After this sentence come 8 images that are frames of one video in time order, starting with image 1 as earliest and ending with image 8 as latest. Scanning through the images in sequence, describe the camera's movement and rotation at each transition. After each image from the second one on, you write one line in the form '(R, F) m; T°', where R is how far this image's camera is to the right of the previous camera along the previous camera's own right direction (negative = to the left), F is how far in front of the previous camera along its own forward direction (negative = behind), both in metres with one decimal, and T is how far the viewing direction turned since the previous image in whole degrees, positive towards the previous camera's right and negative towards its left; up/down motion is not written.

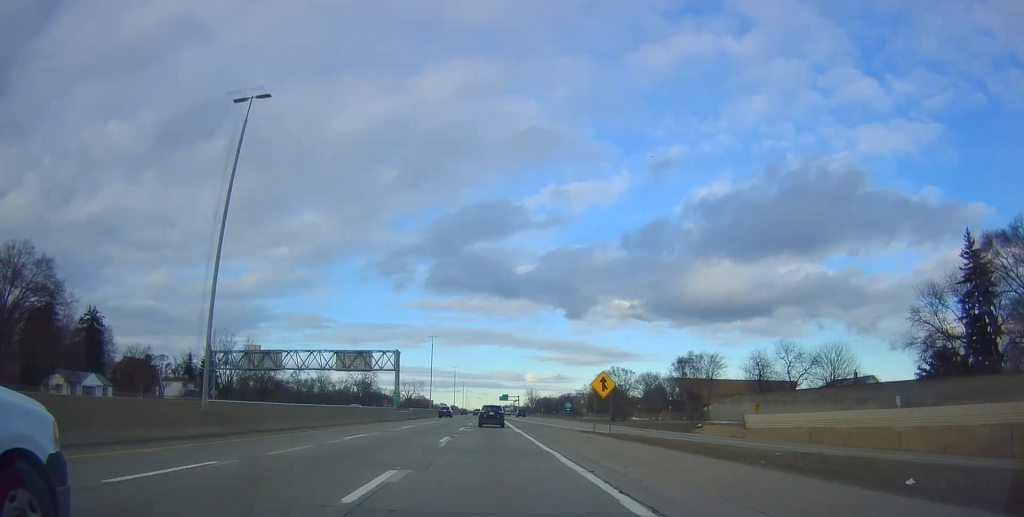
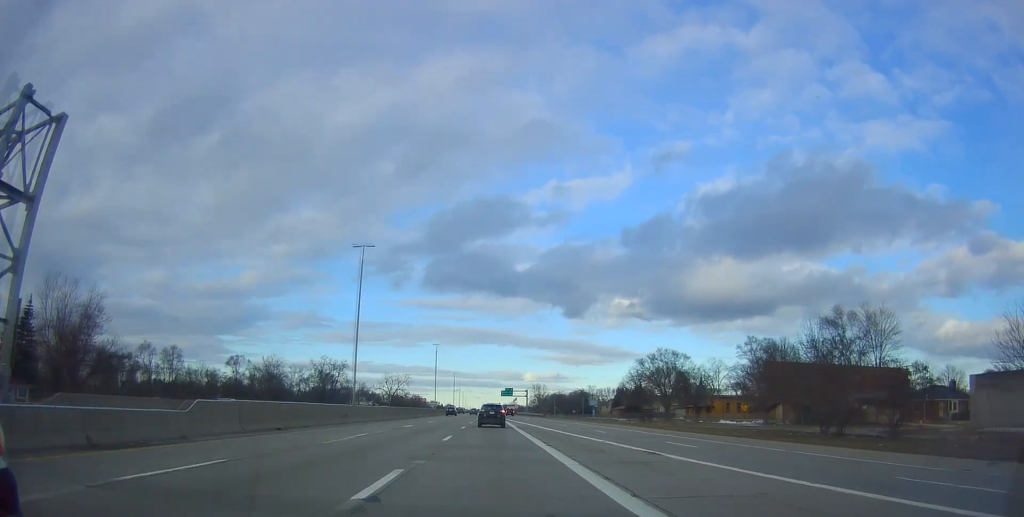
(+0.6, +60.0) m; -1°
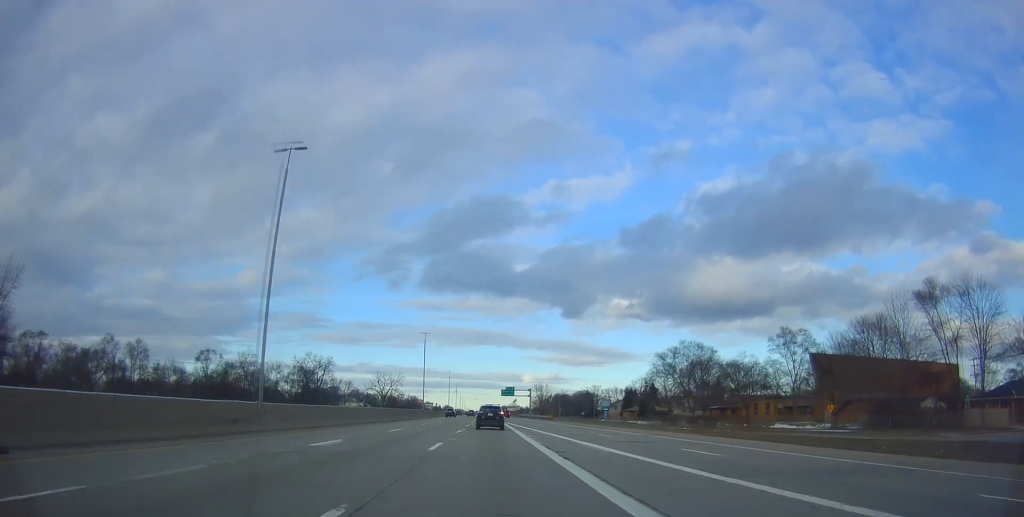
(-0.3, +19.6) m; 0°
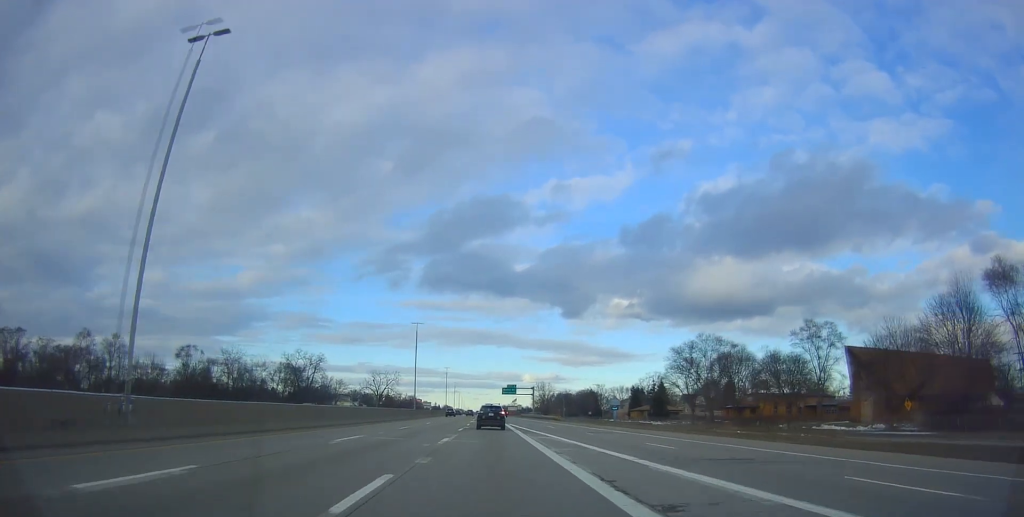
(-0.3, +11.5) m; 0°
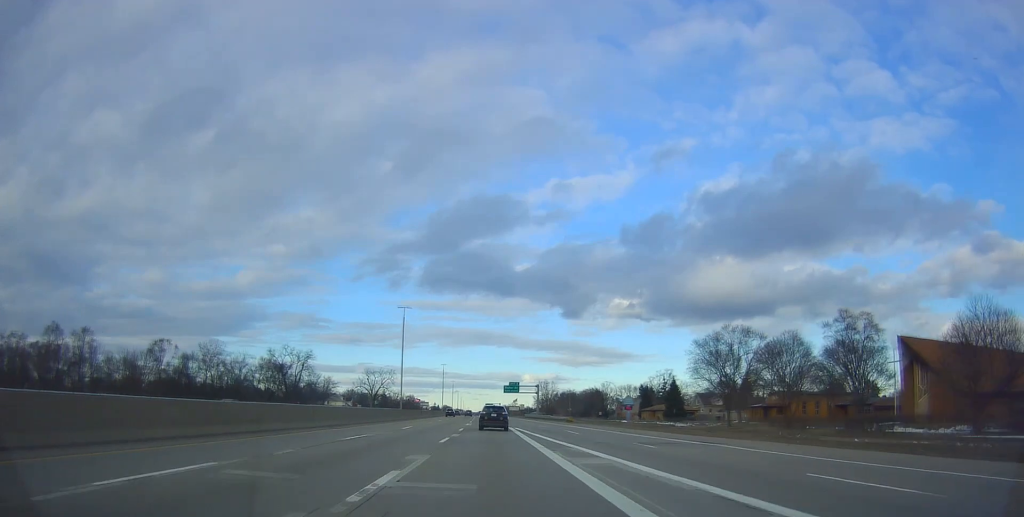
(+0.3, +13.9) m; +1°
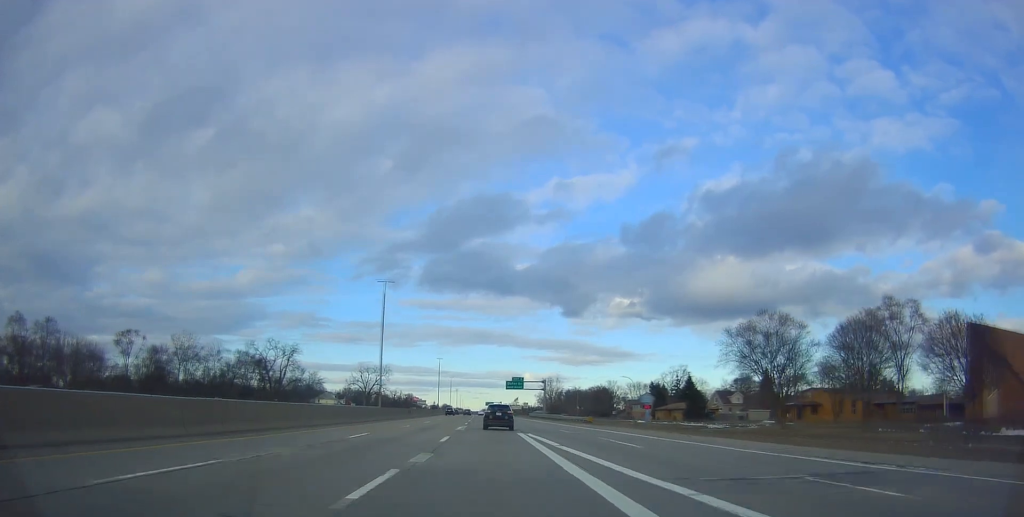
(+0.3, +14.8) m; +1°
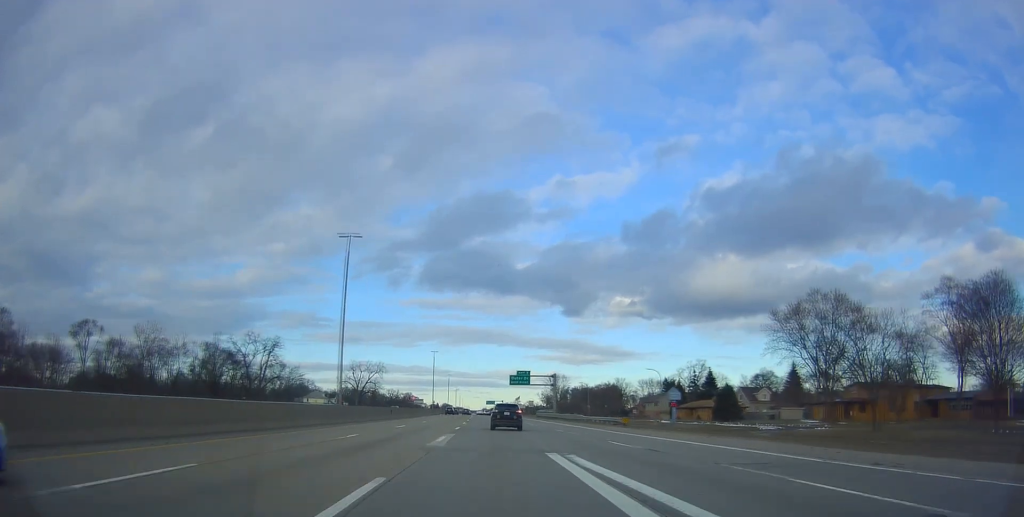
(-0.2, +16.6) m; -1°
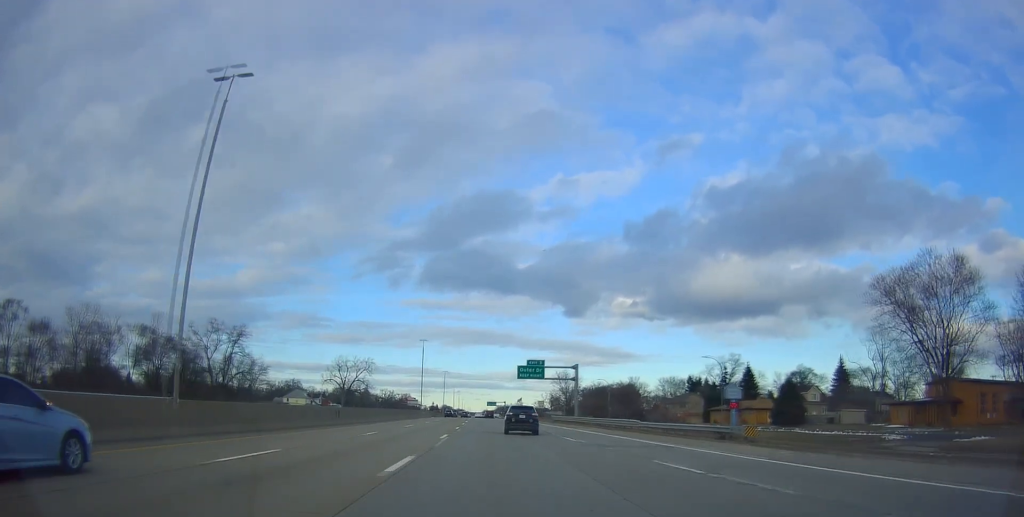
(-0.5, +24.5) m; 0°
